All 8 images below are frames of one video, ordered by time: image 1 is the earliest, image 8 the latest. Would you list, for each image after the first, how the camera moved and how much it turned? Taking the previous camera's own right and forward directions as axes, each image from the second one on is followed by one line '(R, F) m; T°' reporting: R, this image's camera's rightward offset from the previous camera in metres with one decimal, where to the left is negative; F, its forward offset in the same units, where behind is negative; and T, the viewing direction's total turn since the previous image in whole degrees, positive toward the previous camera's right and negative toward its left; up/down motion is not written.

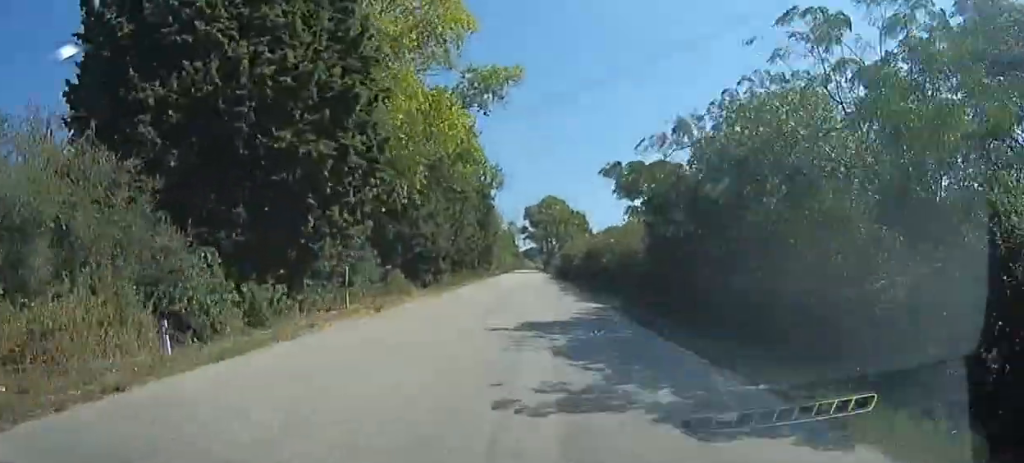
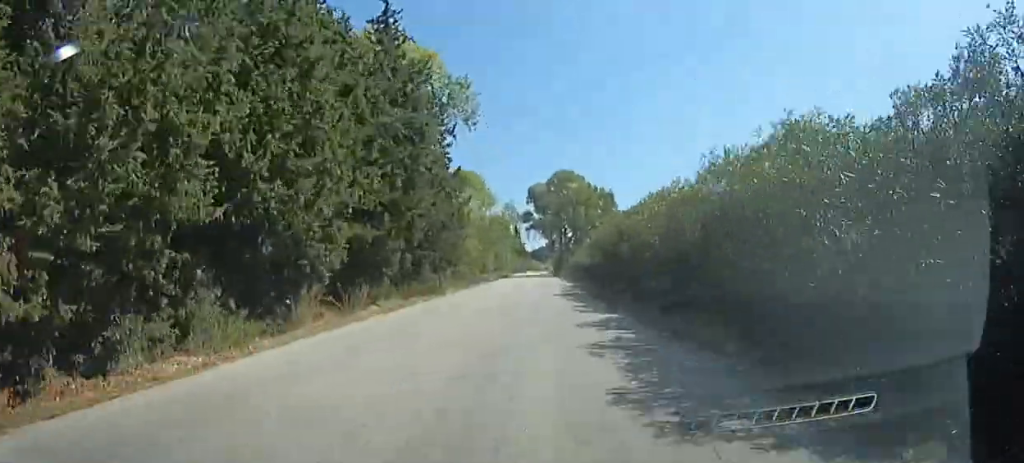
(-0.3, +36.4) m; -1°
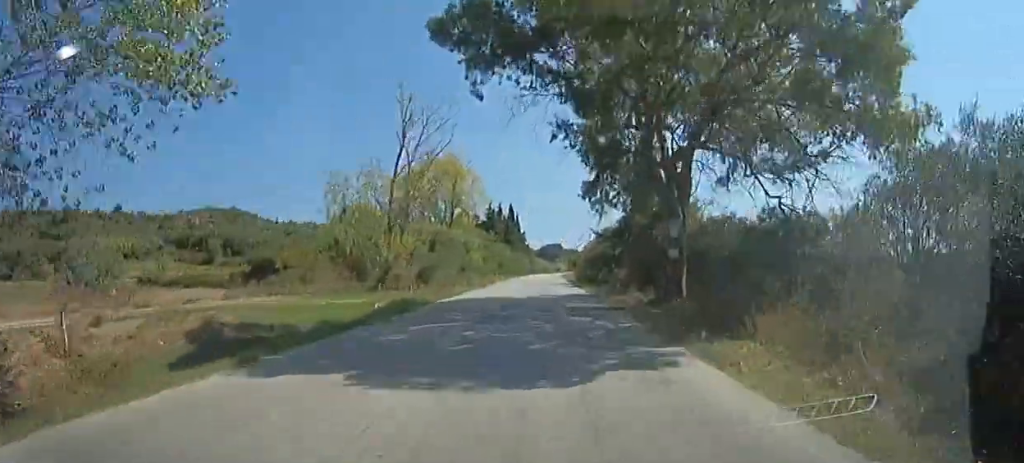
(-1.0, +73.6) m; -2°
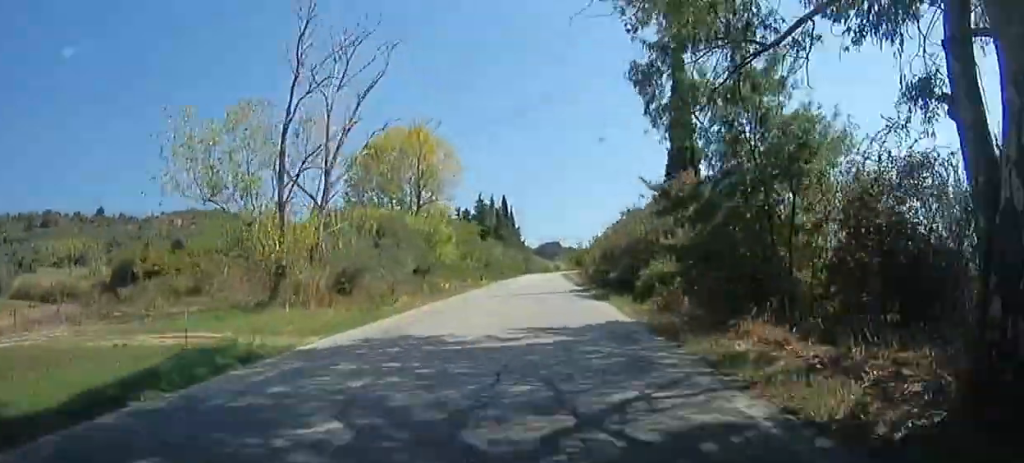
(-0.1, +16.1) m; -1°
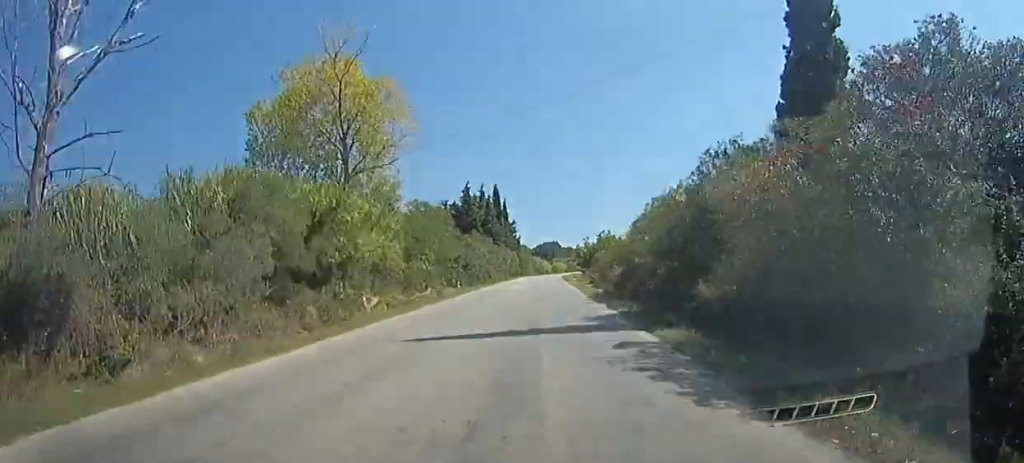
(-0.1, +17.8) m; 0°
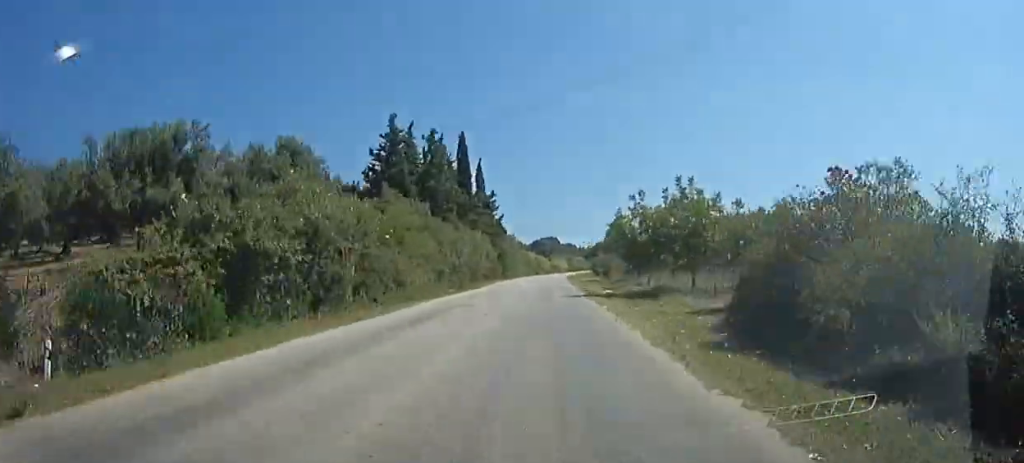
(+0.3, +42.7) m; +2°
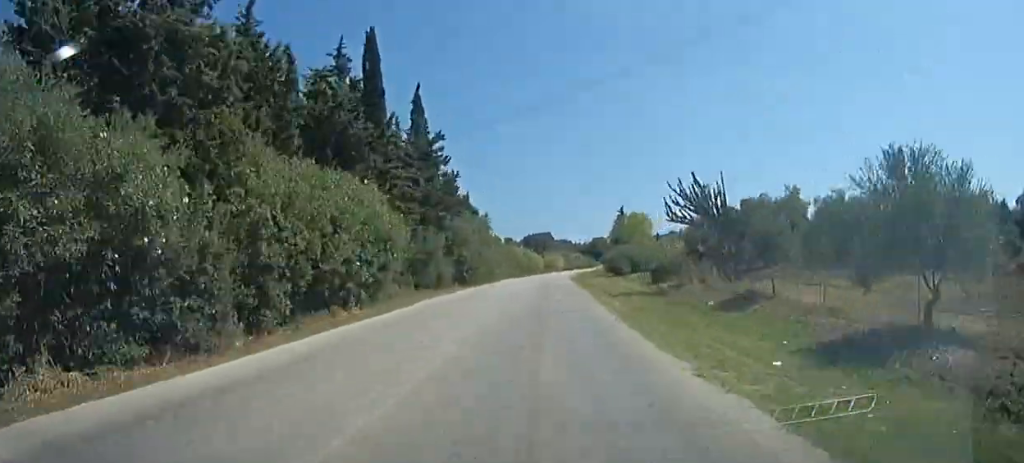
(+1.1, +34.3) m; +1°
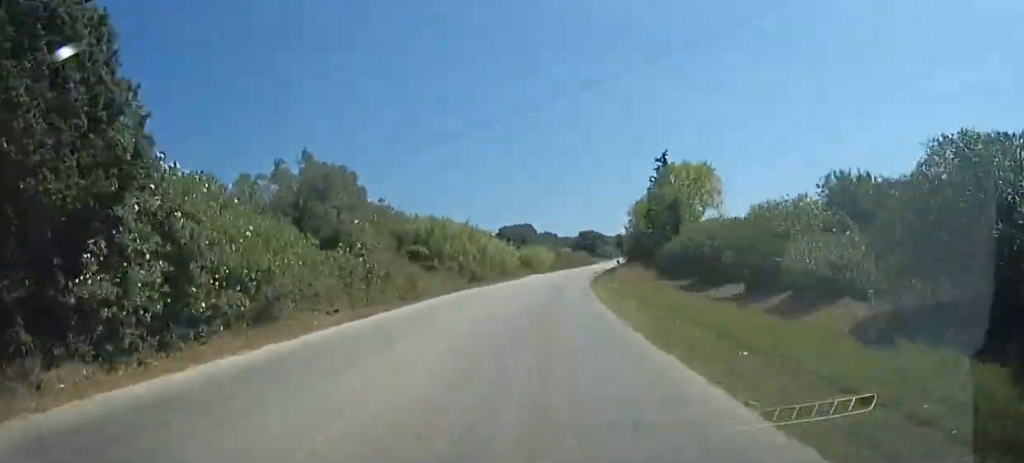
(0.0, +68.1) m; +2°
